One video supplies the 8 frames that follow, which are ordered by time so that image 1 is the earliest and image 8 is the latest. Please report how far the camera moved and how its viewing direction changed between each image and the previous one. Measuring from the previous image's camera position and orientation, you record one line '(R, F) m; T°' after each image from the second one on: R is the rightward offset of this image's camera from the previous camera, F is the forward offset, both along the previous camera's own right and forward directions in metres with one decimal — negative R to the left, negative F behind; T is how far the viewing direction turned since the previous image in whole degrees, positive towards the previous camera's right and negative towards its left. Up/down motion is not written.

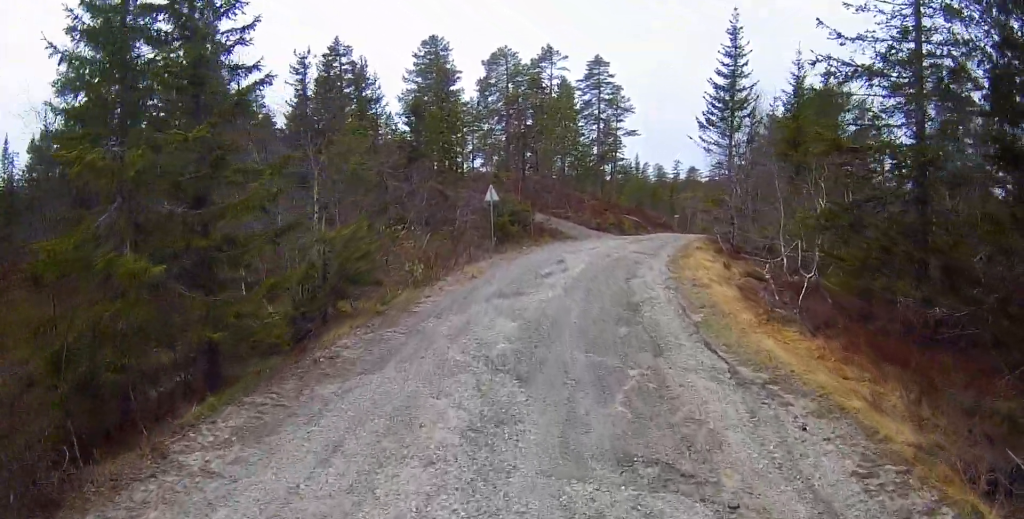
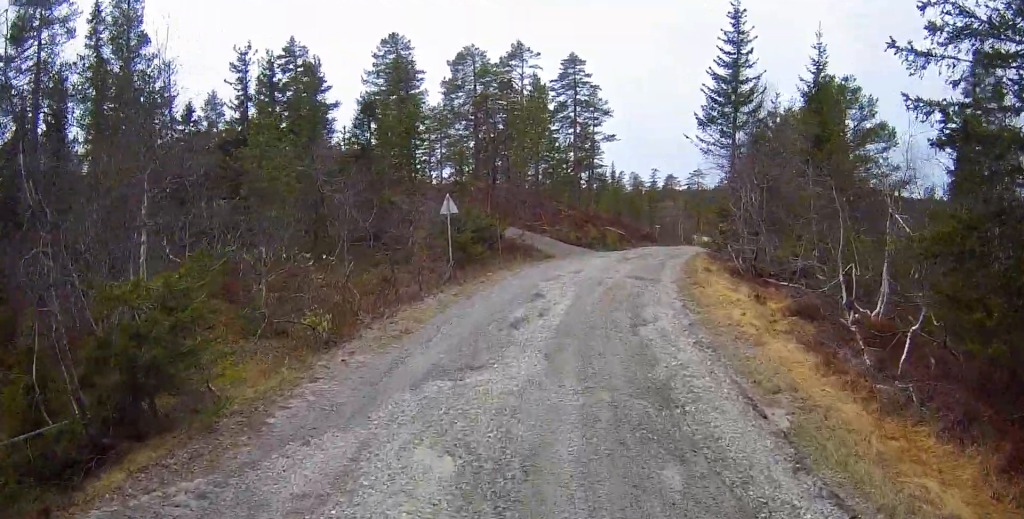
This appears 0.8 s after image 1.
(0.0, +5.0) m; 0°
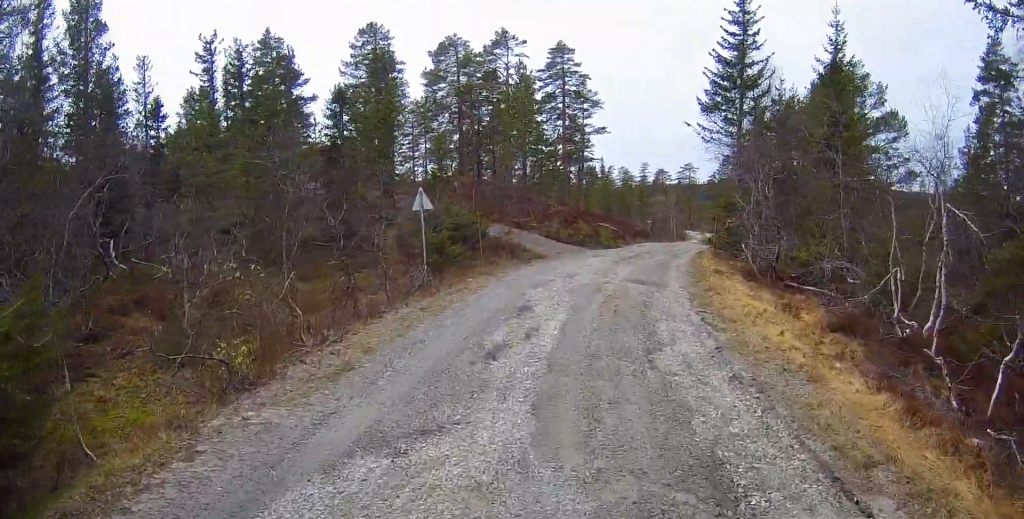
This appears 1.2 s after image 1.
(0.0, +2.6) m; 0°
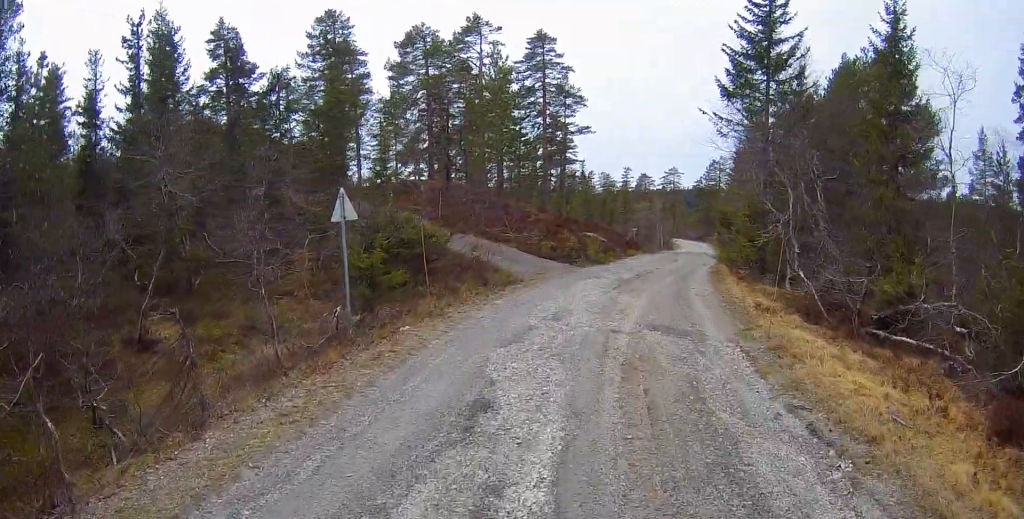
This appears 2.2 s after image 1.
(0.0, +5.6) m; 0°
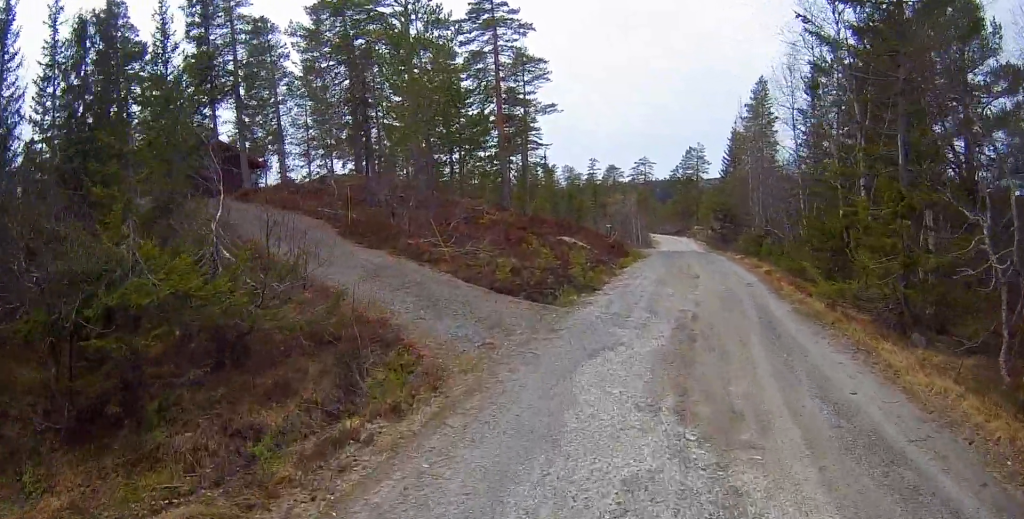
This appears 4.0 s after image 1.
(0.0, +11.4) m; +1°
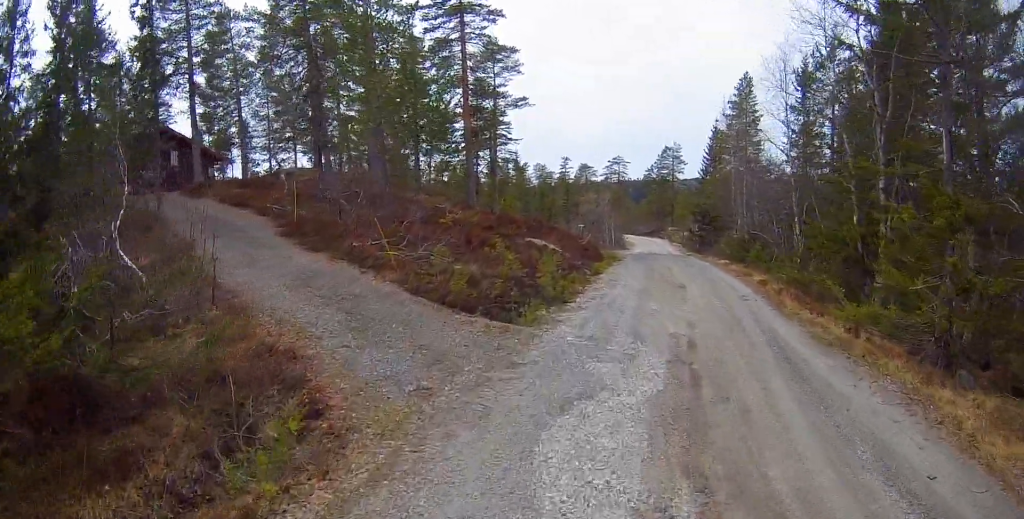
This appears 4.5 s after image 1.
(0.0, +2.6) m; +1°
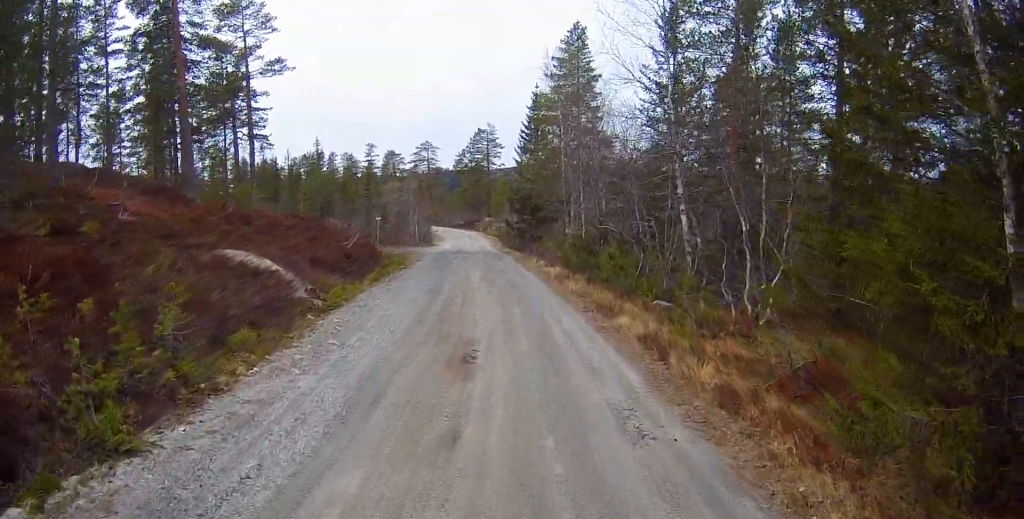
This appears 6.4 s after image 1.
(+2.3, +10.1) m; +19°
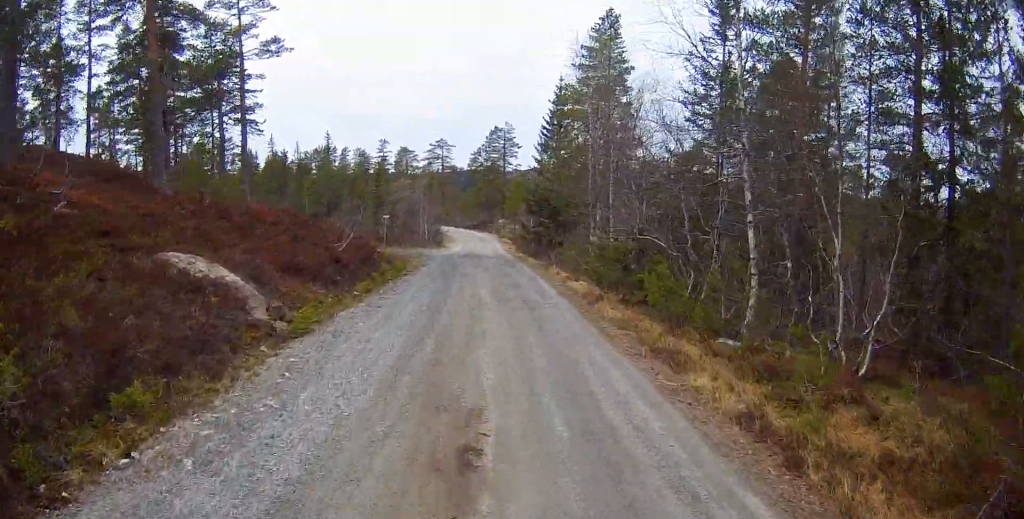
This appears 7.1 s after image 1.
(-0.2, +3.5) m; -3°
